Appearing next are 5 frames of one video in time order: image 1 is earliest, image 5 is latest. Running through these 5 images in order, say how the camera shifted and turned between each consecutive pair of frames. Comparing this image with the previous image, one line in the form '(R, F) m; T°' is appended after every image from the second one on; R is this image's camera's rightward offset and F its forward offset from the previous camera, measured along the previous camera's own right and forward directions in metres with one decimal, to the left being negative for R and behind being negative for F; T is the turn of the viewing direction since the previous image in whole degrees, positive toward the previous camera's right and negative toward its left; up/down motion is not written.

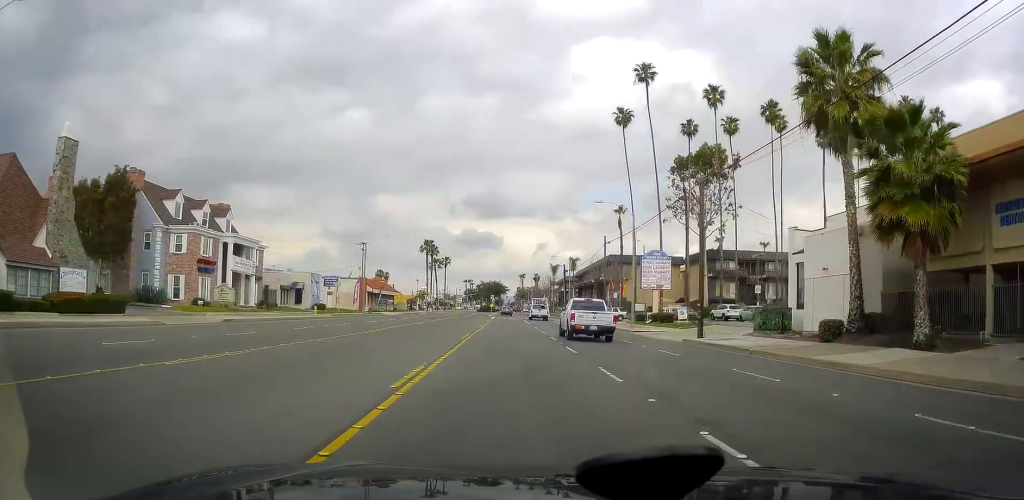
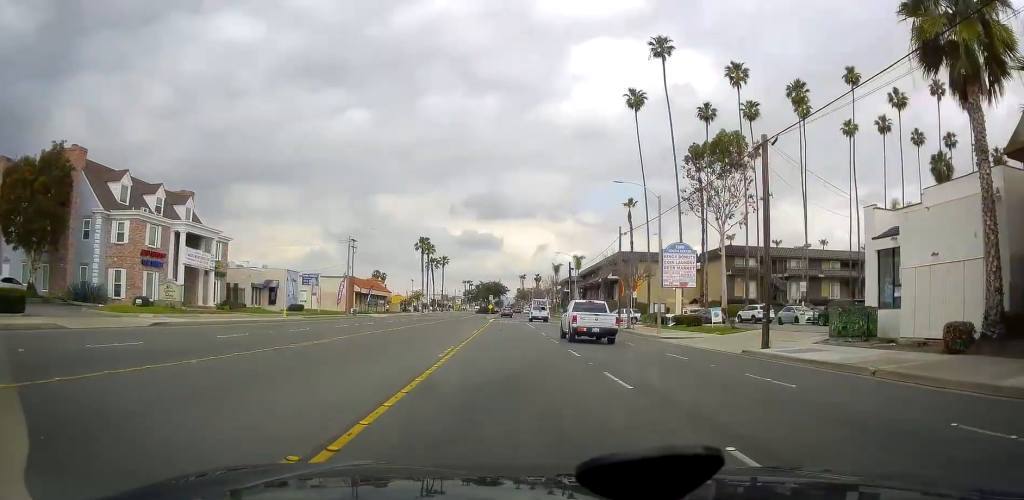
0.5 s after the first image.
(0.0, +8.0) m; 0°
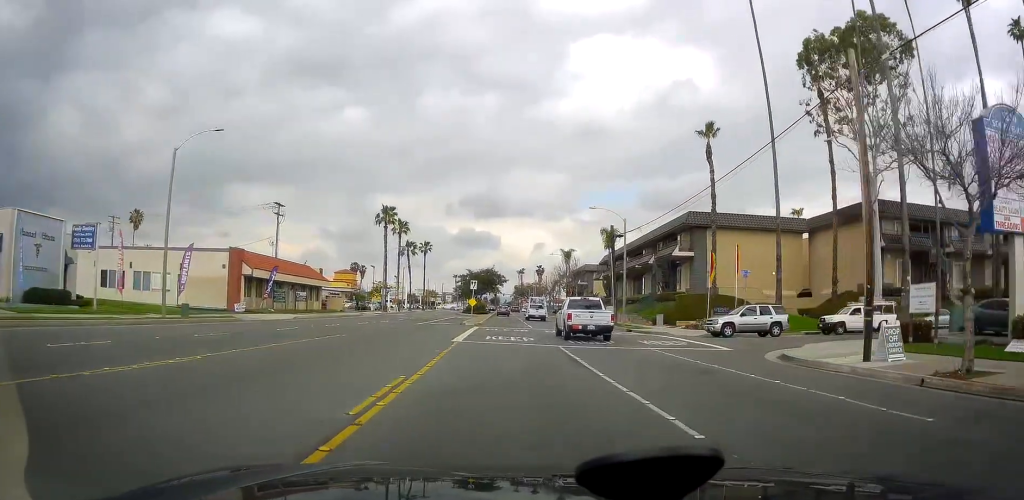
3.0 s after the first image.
(0.0, +38.4) m; 0°
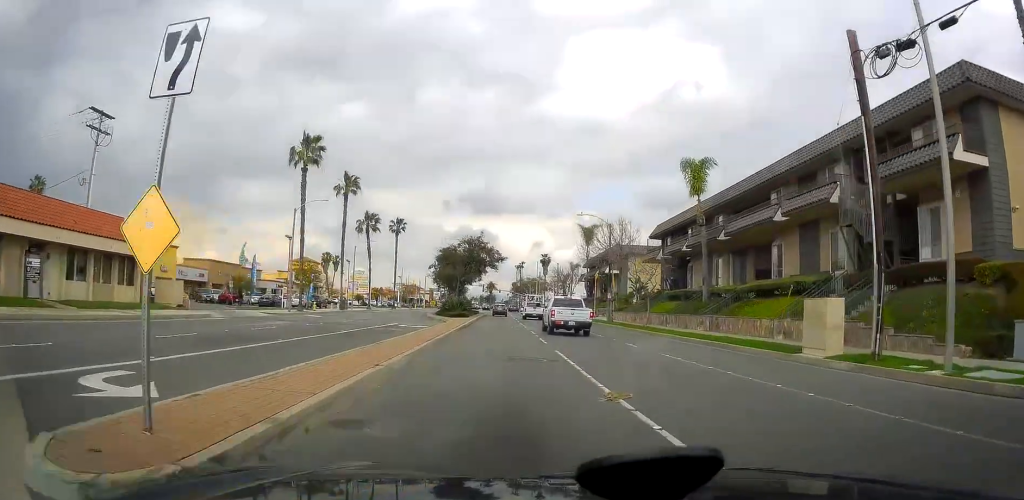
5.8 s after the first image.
(0.0, +40.1) m; 0°
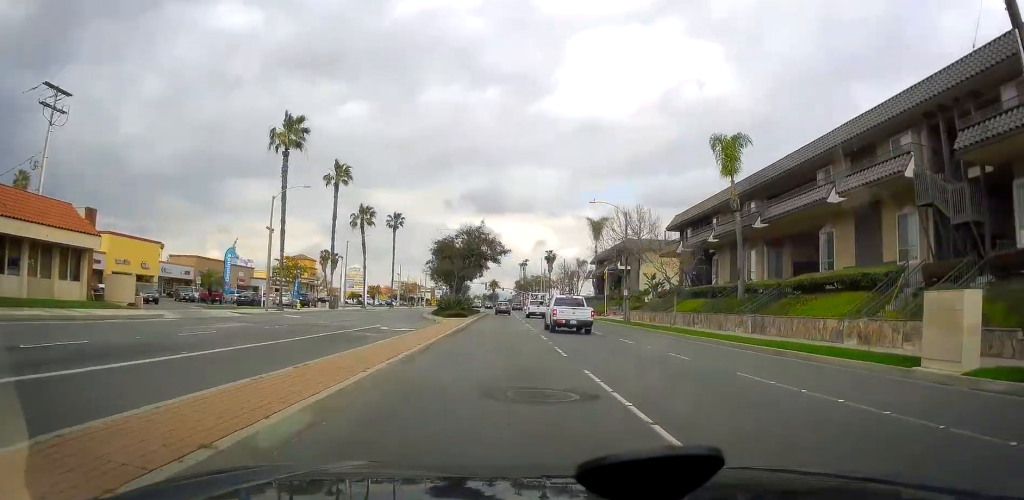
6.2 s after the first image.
(0.0, +6.1) m; 0°
